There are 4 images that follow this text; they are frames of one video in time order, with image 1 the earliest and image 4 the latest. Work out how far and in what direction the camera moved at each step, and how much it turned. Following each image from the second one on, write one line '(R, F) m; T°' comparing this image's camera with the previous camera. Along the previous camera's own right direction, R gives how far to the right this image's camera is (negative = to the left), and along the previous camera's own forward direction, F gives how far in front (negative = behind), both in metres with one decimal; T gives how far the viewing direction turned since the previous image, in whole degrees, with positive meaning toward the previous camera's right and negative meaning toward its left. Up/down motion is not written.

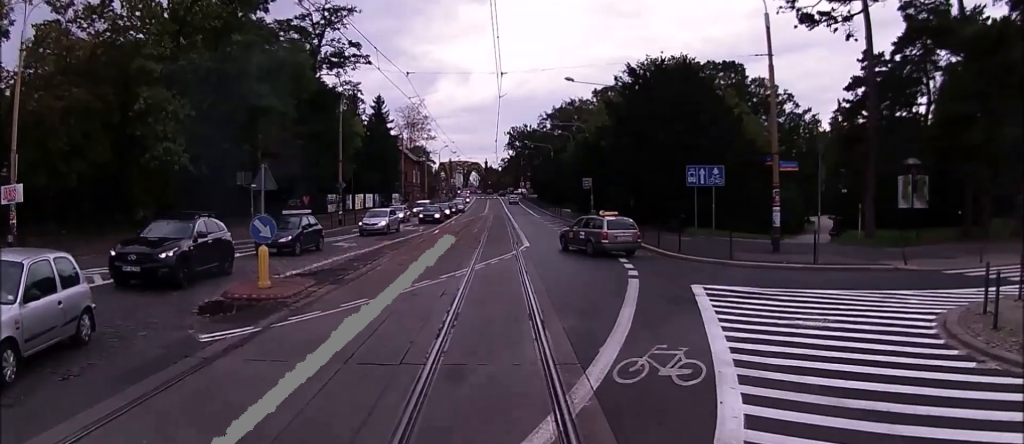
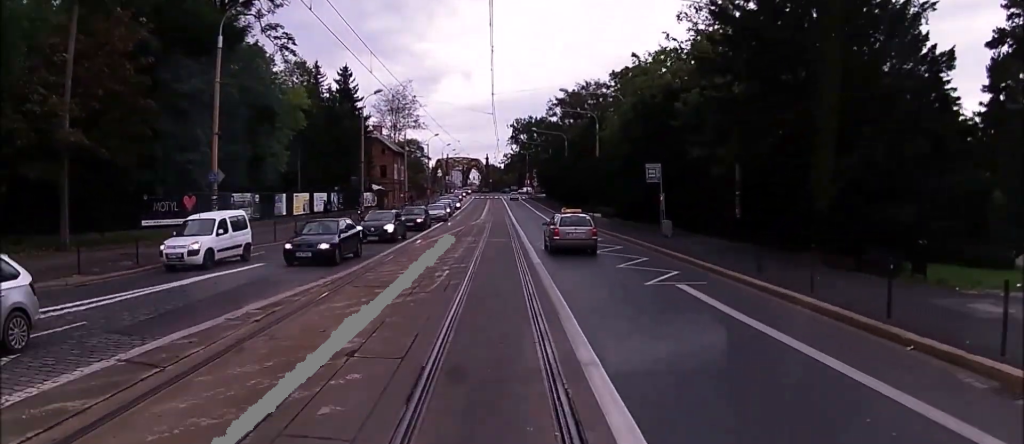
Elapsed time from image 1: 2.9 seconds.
(-1.0, +20.6) m; -6°
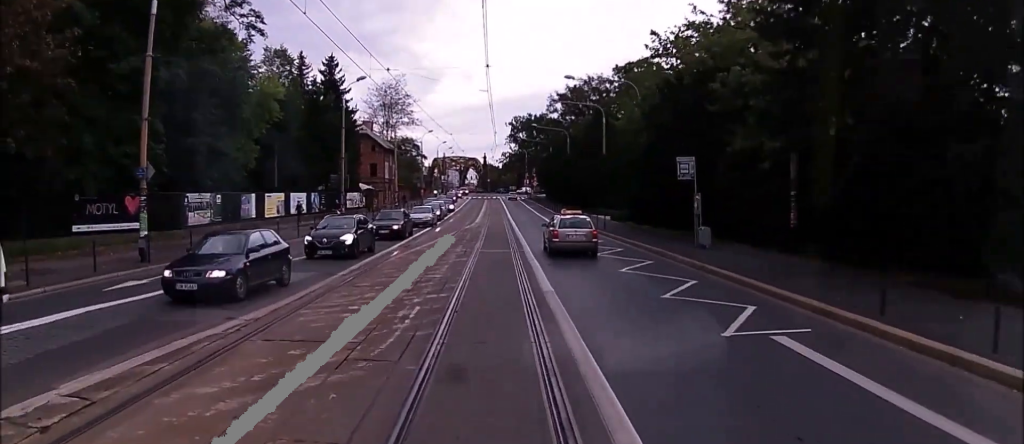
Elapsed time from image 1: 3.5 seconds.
(-0.5, +5.4) m; -1°
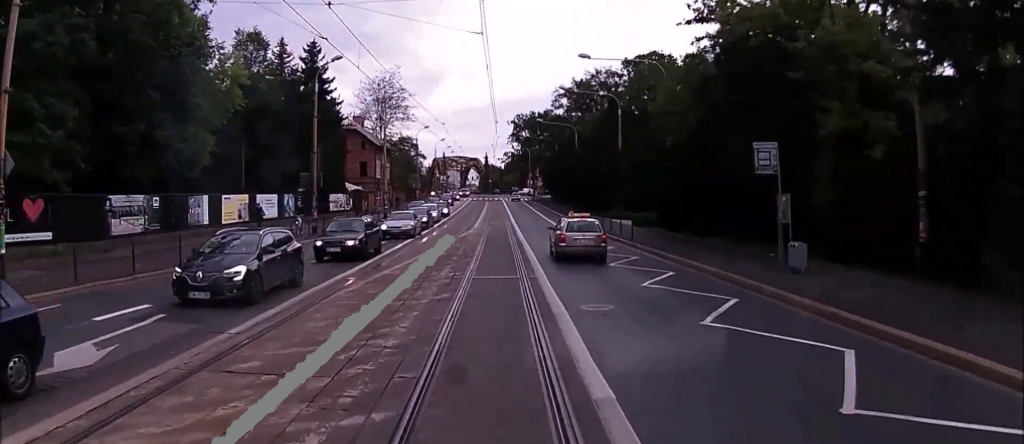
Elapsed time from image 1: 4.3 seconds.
(+0.6, +7.6) m; -2°
